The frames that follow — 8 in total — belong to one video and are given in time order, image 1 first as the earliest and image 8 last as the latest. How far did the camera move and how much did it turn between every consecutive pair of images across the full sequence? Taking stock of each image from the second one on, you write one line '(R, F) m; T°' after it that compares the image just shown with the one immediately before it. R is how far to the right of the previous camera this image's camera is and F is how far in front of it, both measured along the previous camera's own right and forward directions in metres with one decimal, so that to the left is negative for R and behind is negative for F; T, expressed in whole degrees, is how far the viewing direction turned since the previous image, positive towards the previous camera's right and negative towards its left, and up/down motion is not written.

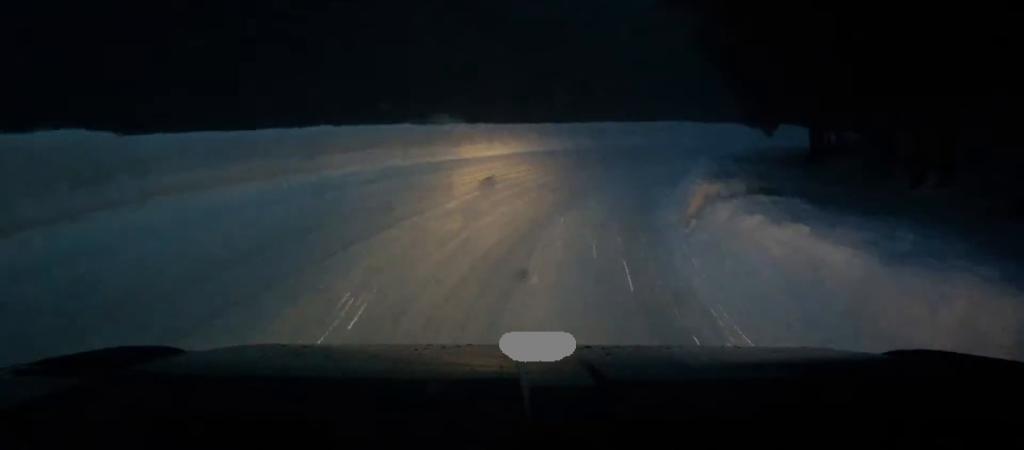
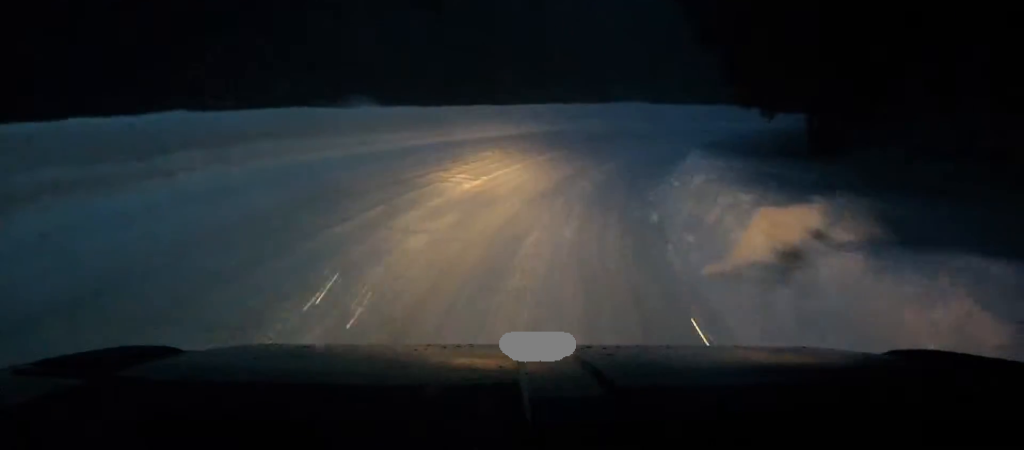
(0.0, +5.4) m; +11°
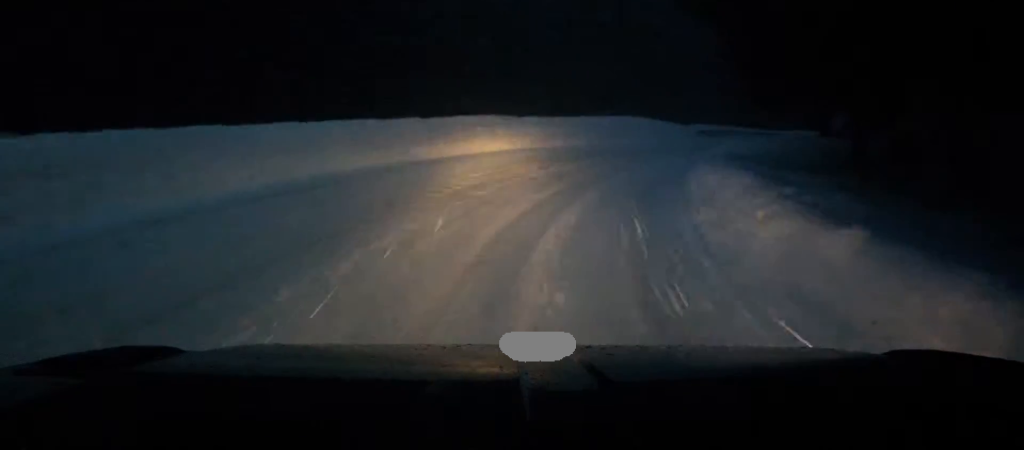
(+3.9, +14.2) m; +22°
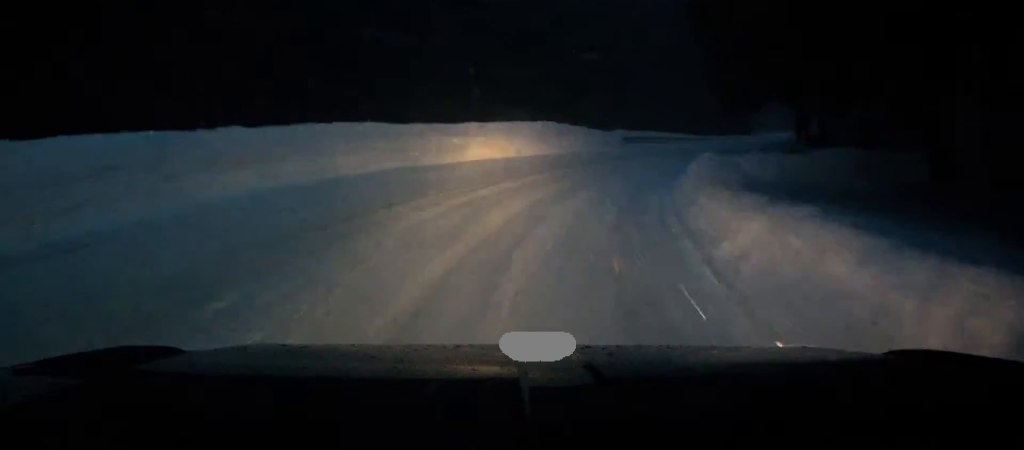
(+0.3, +7.4) m; +3°
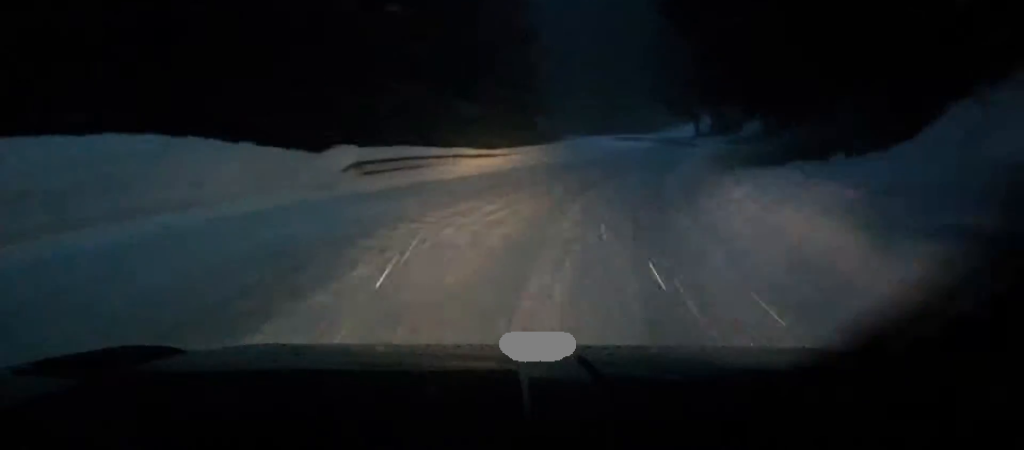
(+0.7, +24.9) m; +14°
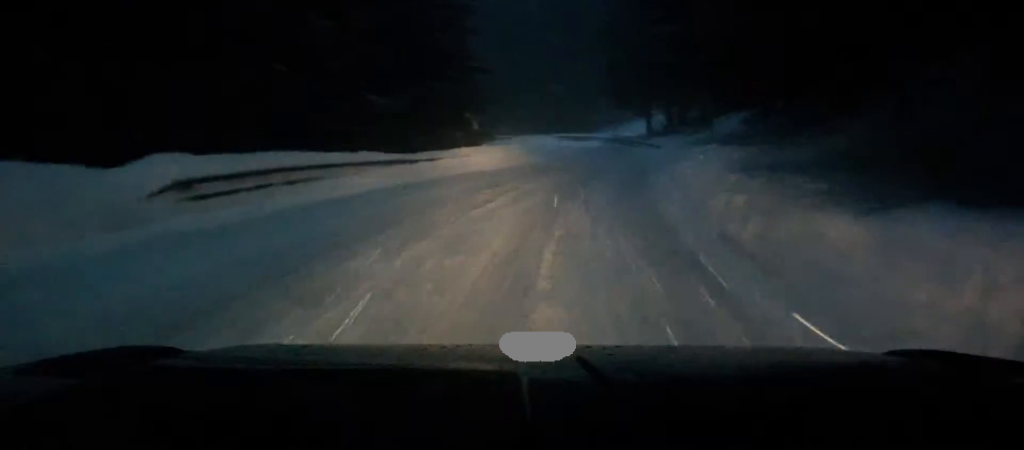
(+1.5, +8.6) m; +7°
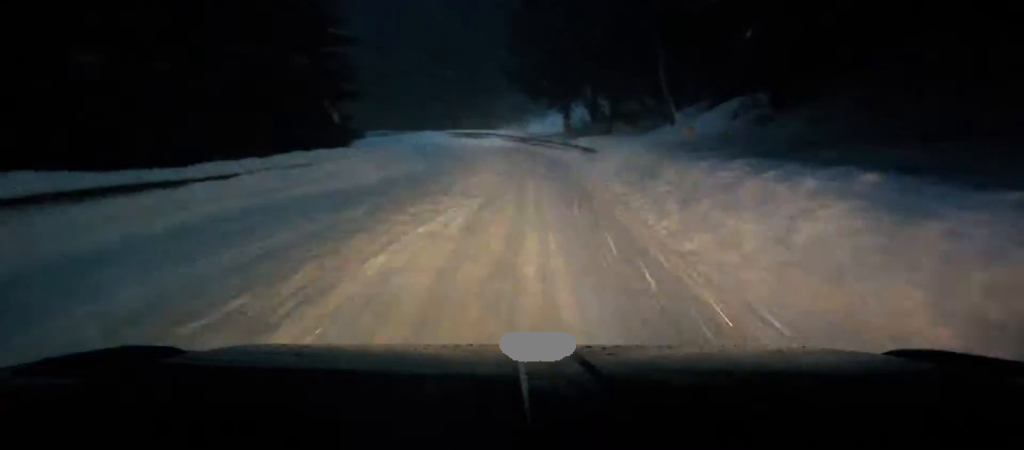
(+1.5, +14.6) m; +4°
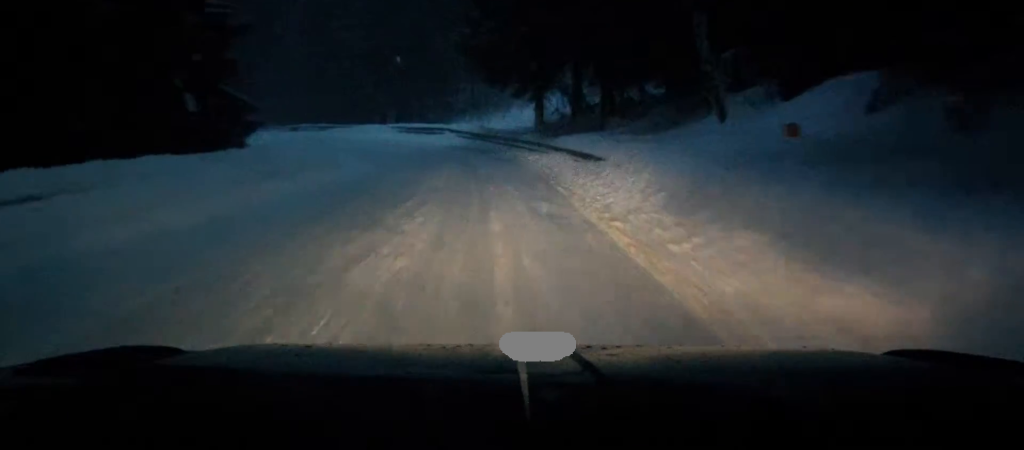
(-0.4, +12.9) m; -3°
